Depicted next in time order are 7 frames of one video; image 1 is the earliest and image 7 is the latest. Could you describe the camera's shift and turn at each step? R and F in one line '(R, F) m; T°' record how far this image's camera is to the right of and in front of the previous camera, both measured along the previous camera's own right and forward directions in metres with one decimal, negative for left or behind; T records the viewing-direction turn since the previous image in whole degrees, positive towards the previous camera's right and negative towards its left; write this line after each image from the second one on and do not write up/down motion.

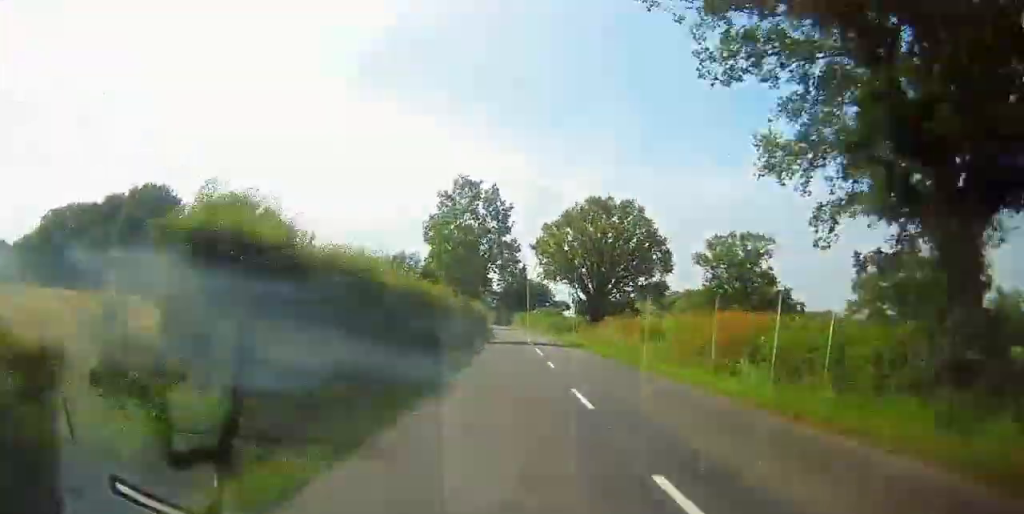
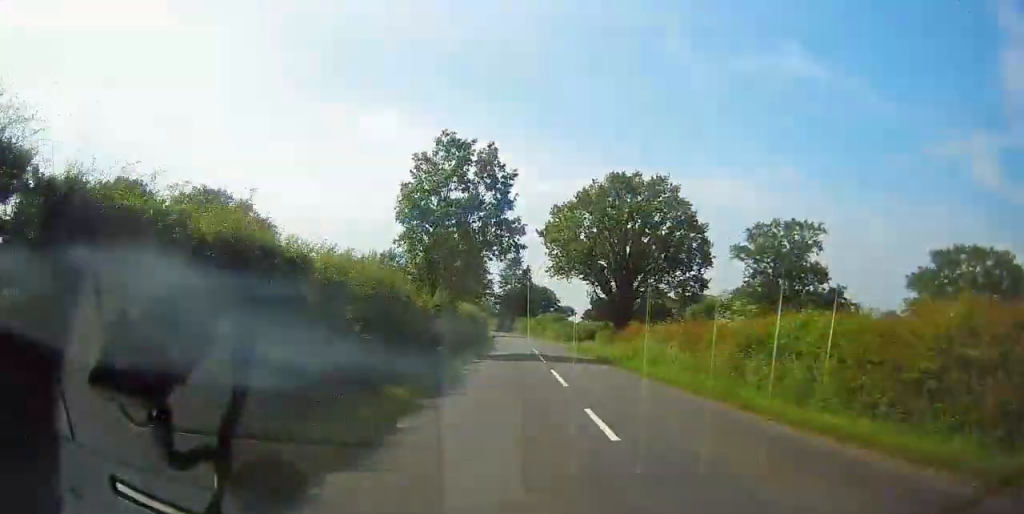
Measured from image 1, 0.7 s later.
(+0.1, +11.7) m; 0°
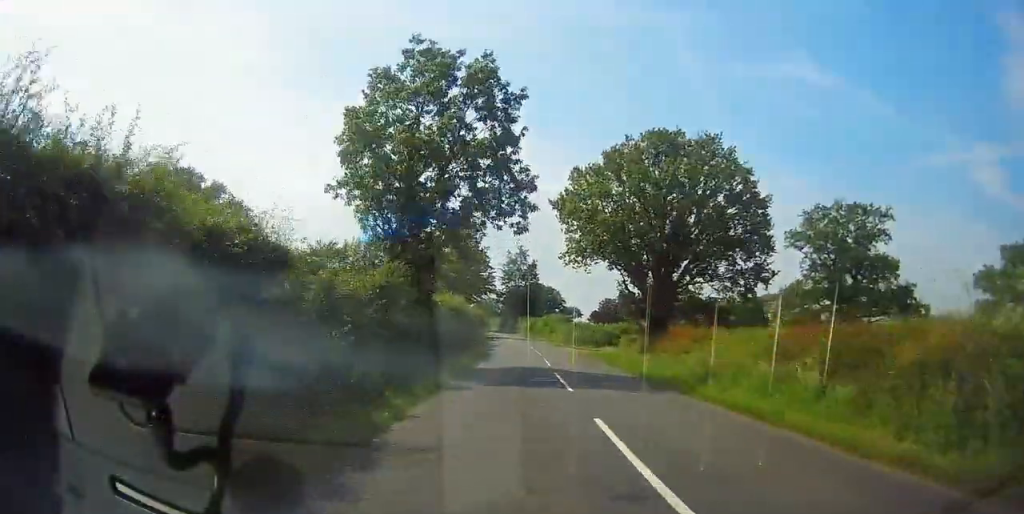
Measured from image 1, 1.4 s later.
(0.0, +11.2) m; -5°
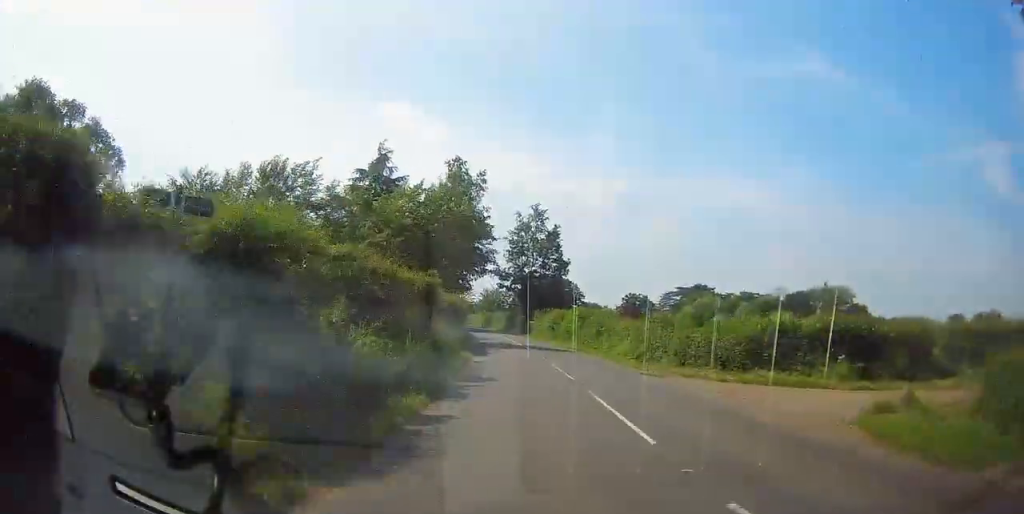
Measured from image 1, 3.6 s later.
(-2.5, +31.3) m; +8°
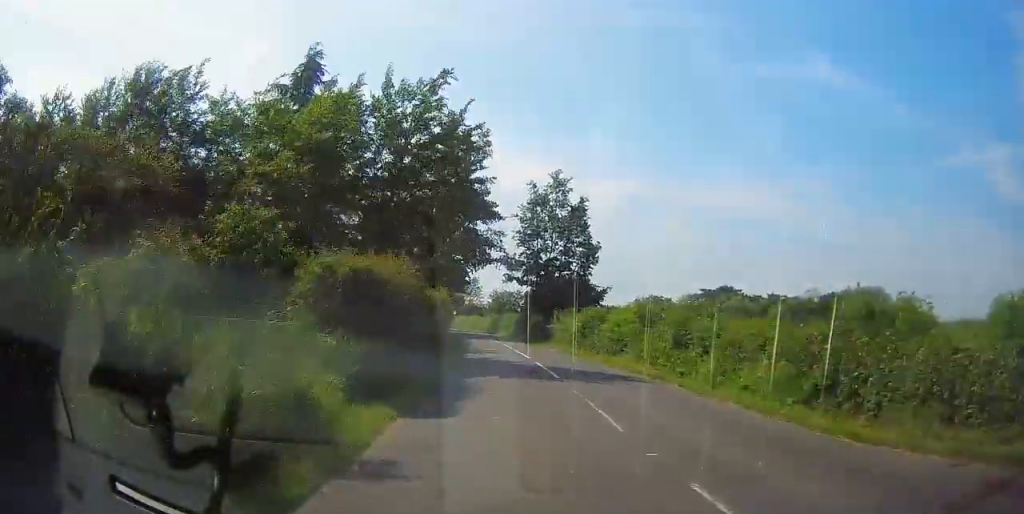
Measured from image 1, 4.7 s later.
(+2.1, +17.3) m; +3°
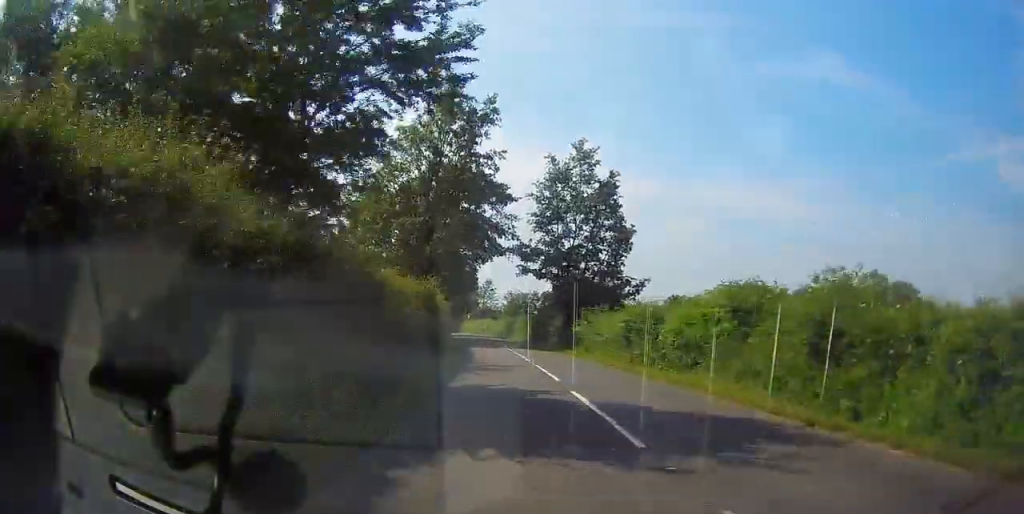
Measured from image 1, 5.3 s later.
(-0.6, +9.6) m; -5°
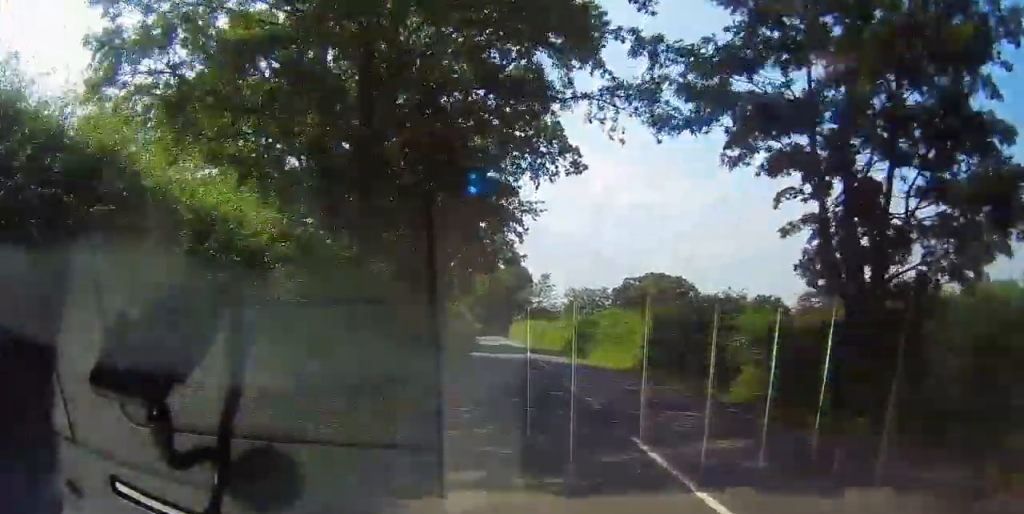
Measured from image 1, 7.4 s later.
(-4.0, +32.1) m; -11°
